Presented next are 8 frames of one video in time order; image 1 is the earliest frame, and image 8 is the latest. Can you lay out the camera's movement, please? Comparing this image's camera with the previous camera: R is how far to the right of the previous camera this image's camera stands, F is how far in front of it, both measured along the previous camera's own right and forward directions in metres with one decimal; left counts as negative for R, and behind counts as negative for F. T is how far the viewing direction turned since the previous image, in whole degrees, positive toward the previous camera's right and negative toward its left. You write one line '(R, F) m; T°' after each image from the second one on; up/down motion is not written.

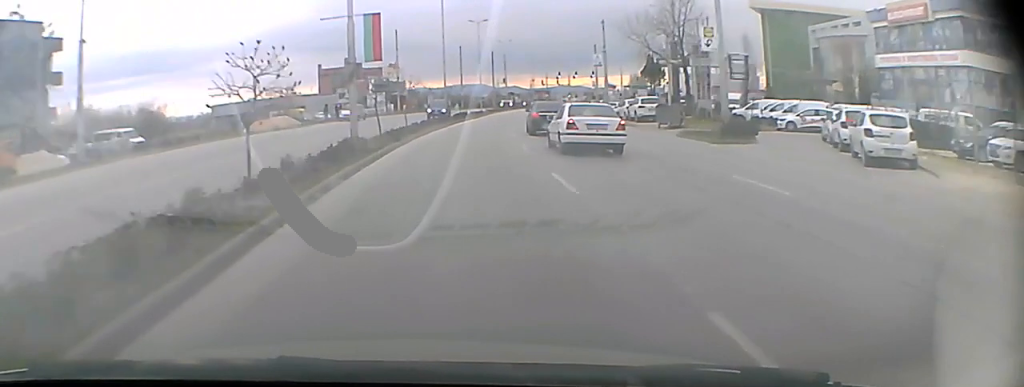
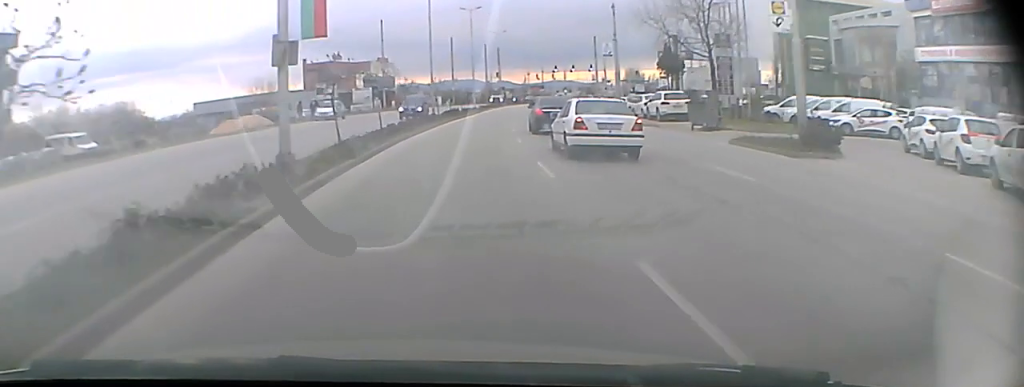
(+0.1, +7.9) m; 0°
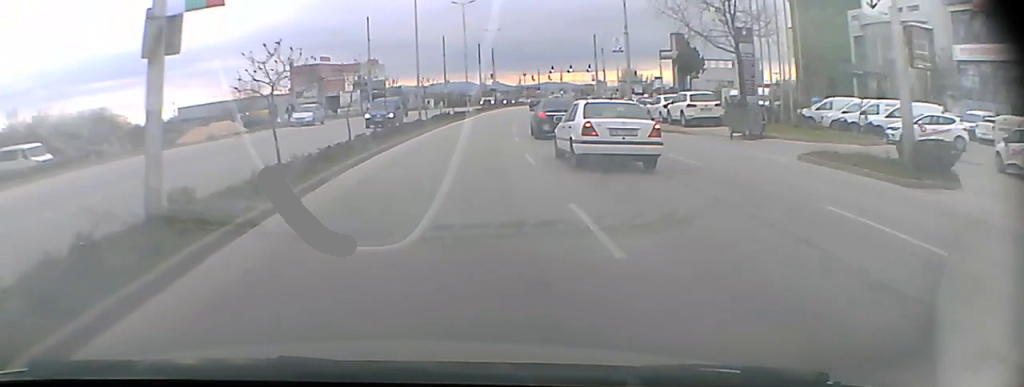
(0.0, +6.3) m; 0°
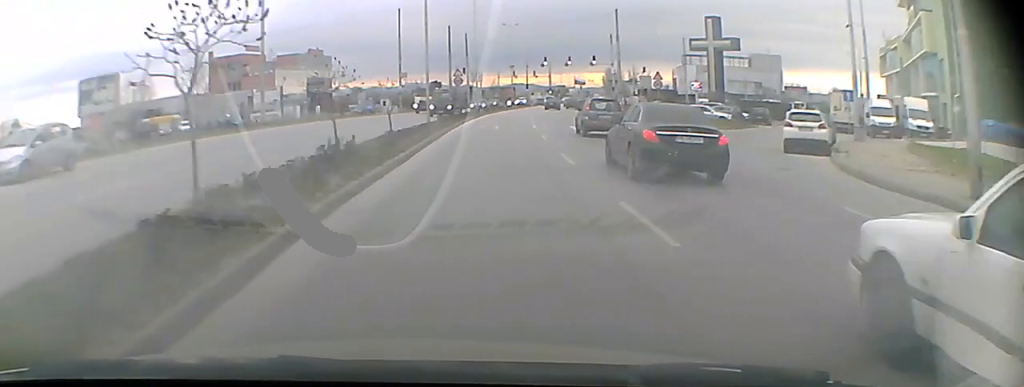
(0.0, +36.2) m; +1°
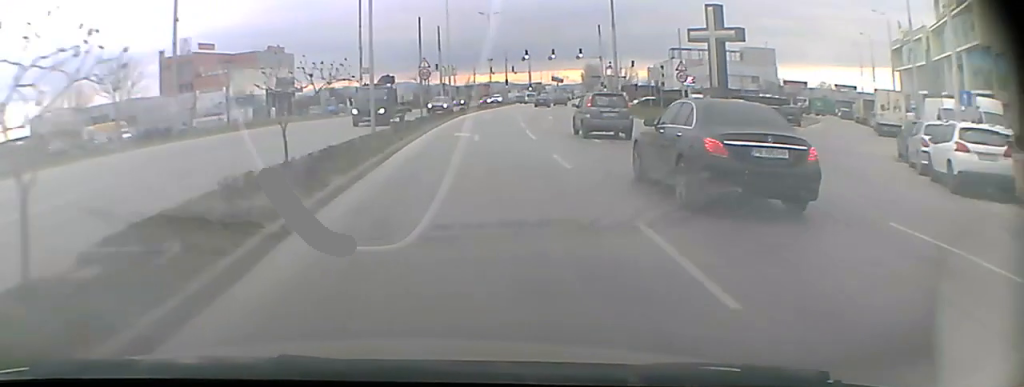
(+0.1, +11.2) m; +2°
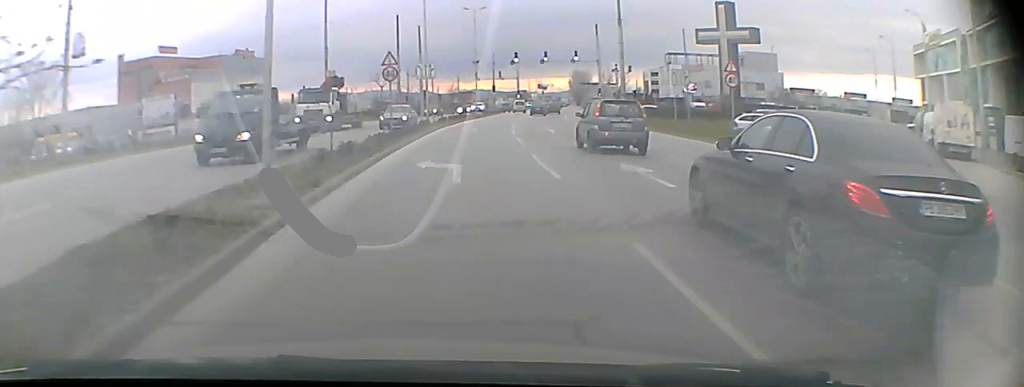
(+0.2, +9.7) m; +2°
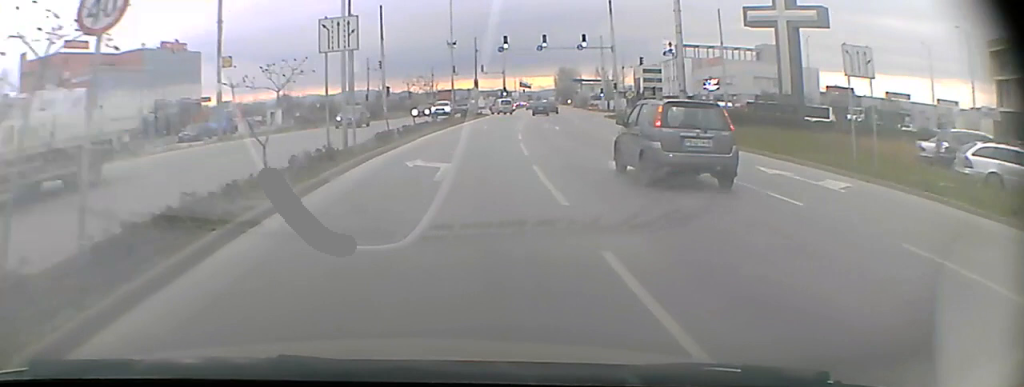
(+0.5, +21.5) m; +2°
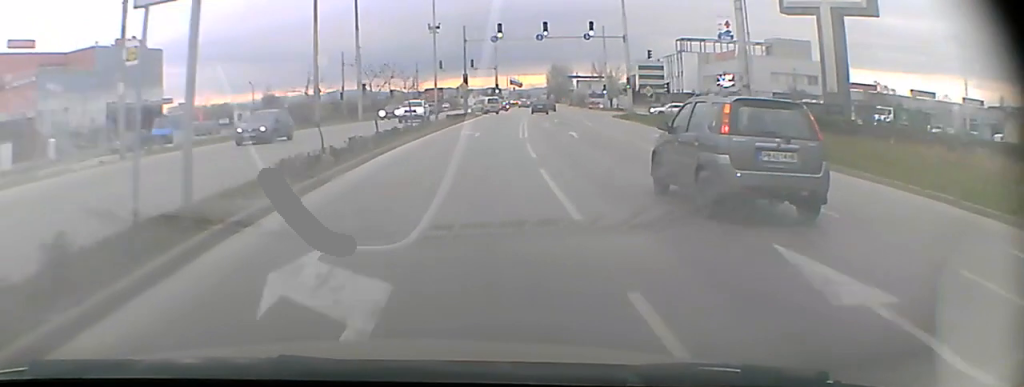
(+0.1, +10.2) m; +1°
